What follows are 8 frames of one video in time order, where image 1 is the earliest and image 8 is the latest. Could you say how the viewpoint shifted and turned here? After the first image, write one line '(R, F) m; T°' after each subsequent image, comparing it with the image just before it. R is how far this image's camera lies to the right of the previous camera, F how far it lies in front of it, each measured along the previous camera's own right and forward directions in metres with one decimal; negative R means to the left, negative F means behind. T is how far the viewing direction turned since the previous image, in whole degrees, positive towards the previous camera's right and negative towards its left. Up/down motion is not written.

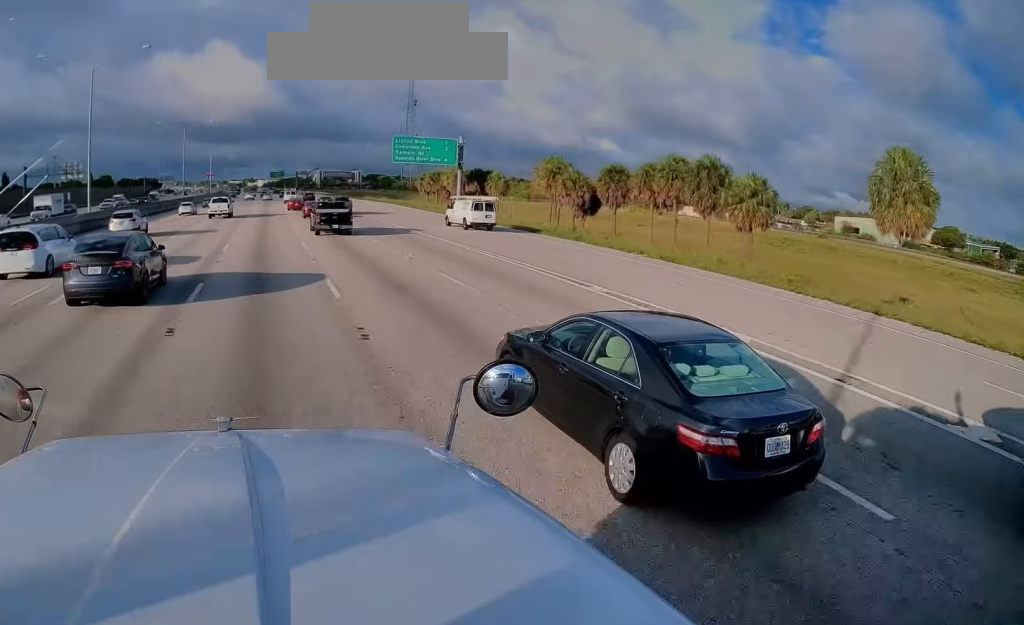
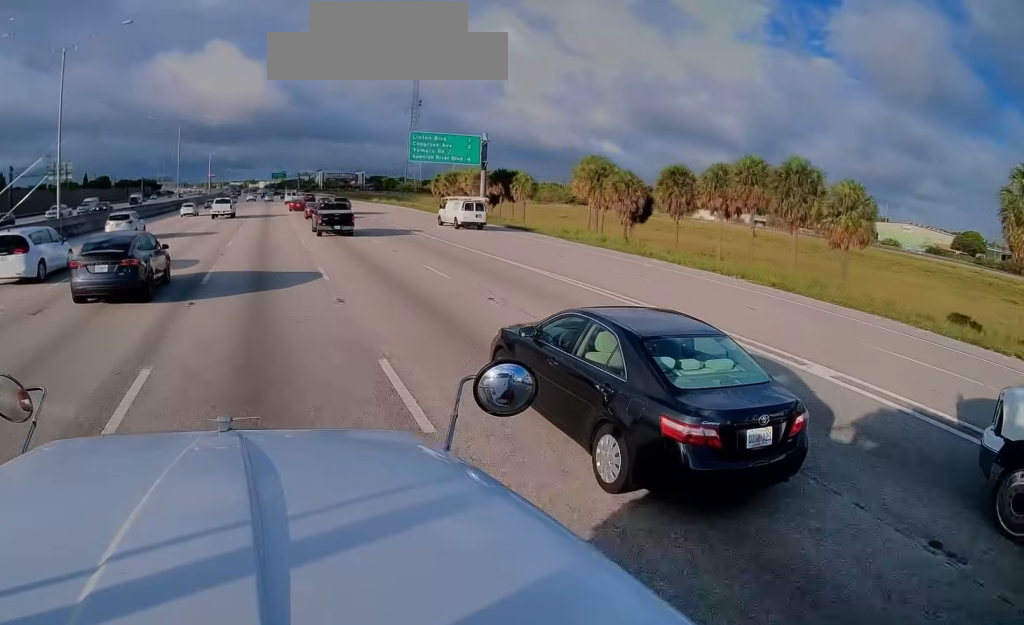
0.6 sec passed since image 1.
(-0.3, +8.6) m; -2°
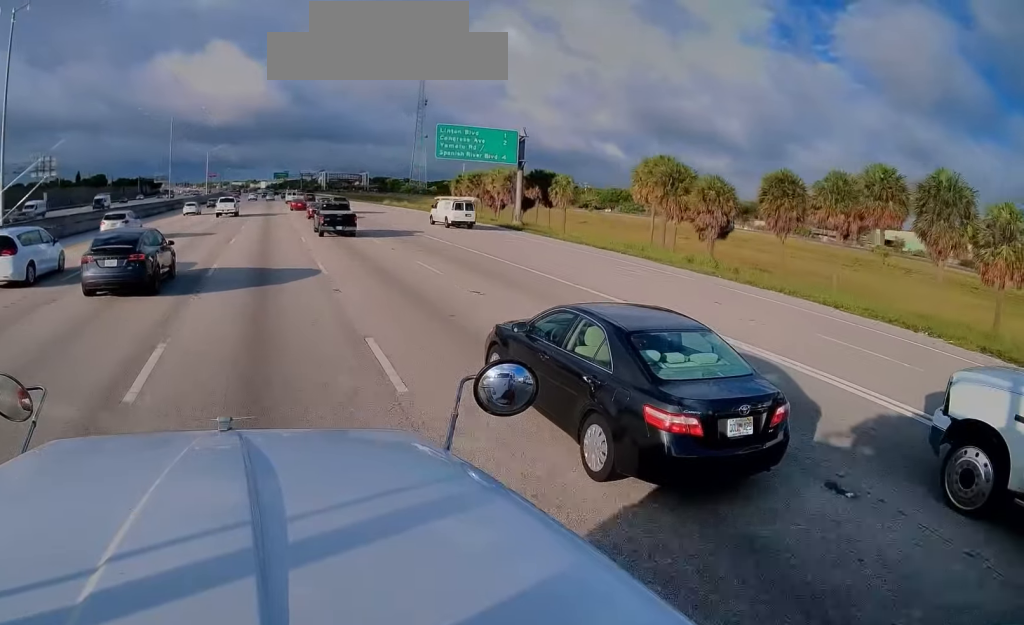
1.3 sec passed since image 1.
(-0.2, +10.8) m; -1°
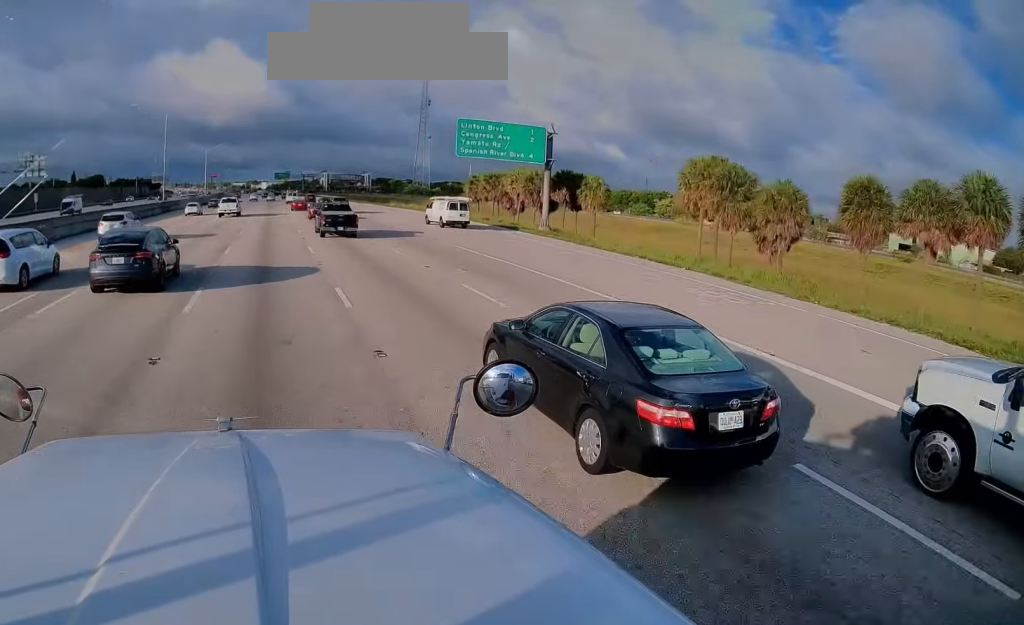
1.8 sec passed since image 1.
(-0.1, +6.4) m; 0°
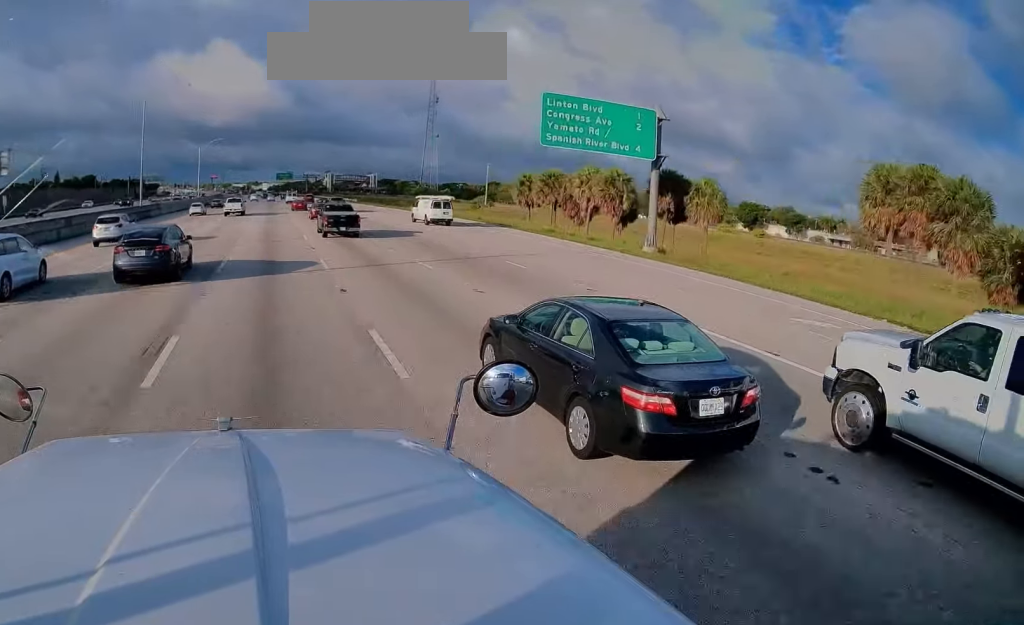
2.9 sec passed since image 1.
(+0.3, +18.1) m; +2°
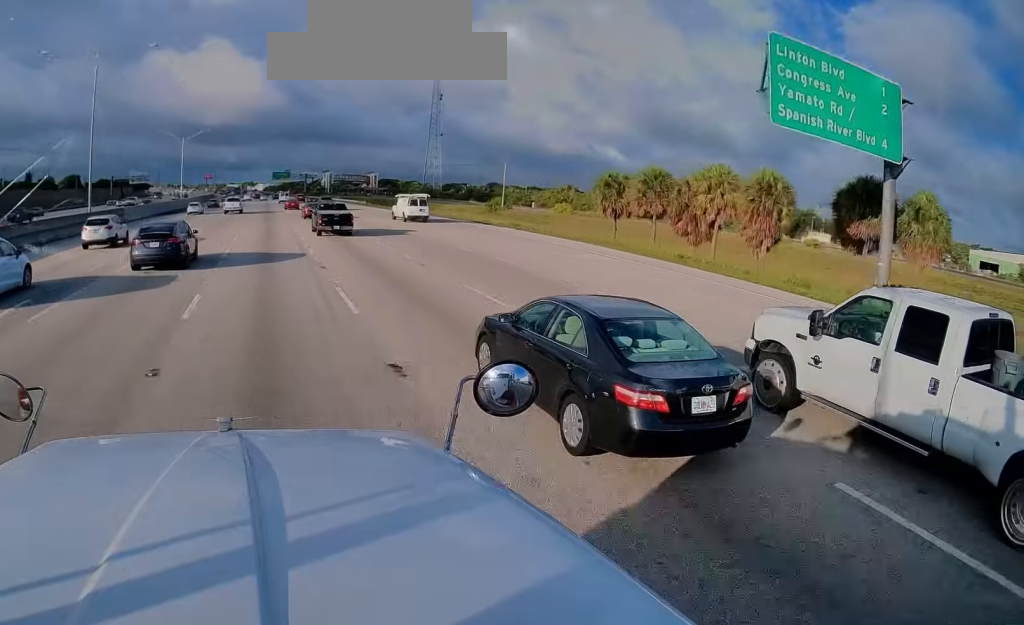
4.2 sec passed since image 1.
(+0.1, +20.5) m; -1°
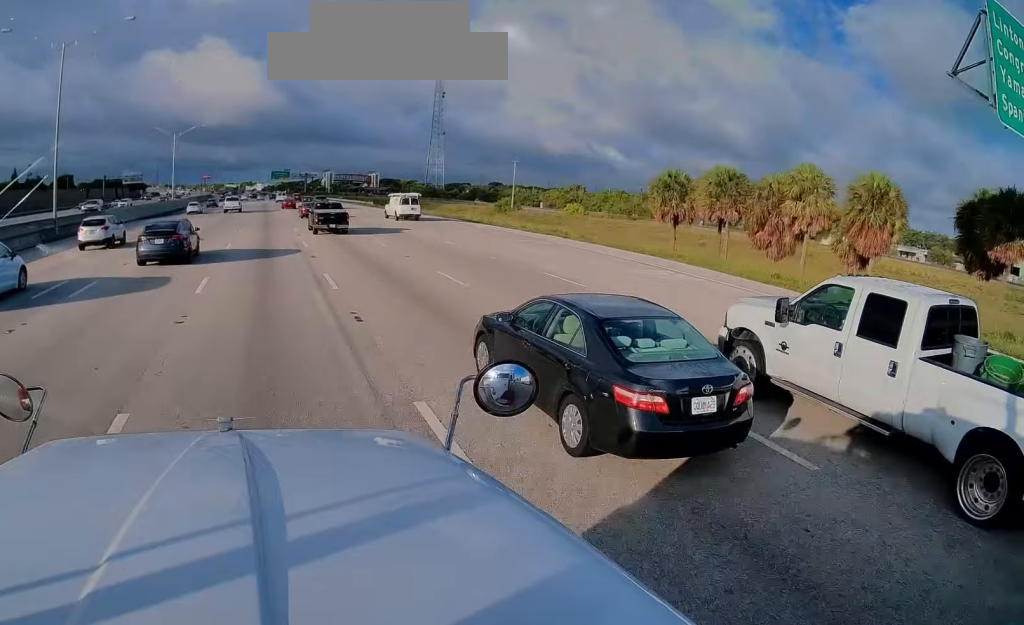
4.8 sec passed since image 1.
(-0.3, +10.0) m; -1°
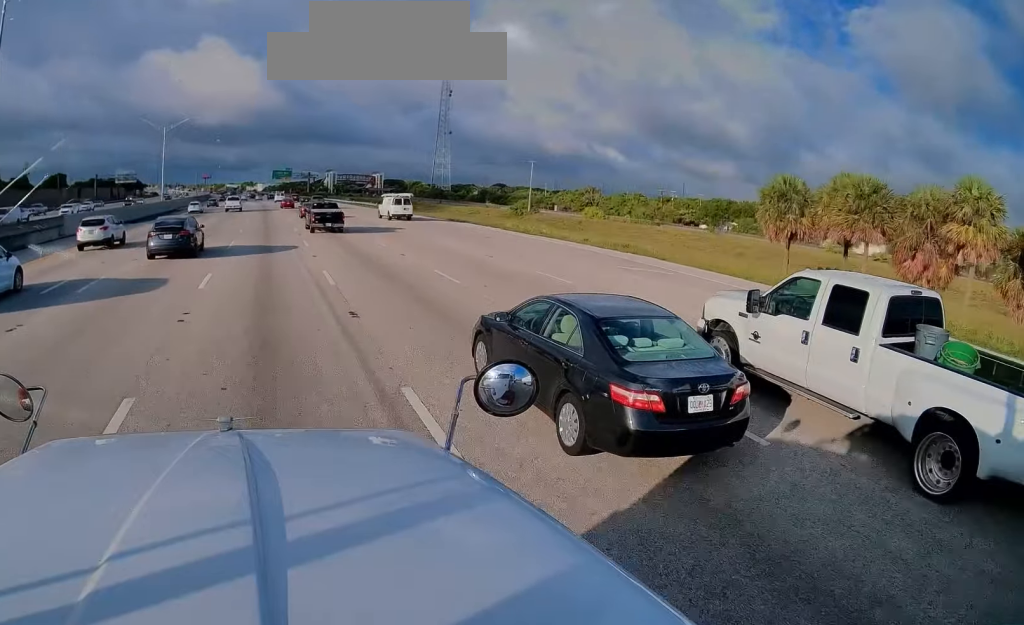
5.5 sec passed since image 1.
(+0.2, +13.1) m; +1°
